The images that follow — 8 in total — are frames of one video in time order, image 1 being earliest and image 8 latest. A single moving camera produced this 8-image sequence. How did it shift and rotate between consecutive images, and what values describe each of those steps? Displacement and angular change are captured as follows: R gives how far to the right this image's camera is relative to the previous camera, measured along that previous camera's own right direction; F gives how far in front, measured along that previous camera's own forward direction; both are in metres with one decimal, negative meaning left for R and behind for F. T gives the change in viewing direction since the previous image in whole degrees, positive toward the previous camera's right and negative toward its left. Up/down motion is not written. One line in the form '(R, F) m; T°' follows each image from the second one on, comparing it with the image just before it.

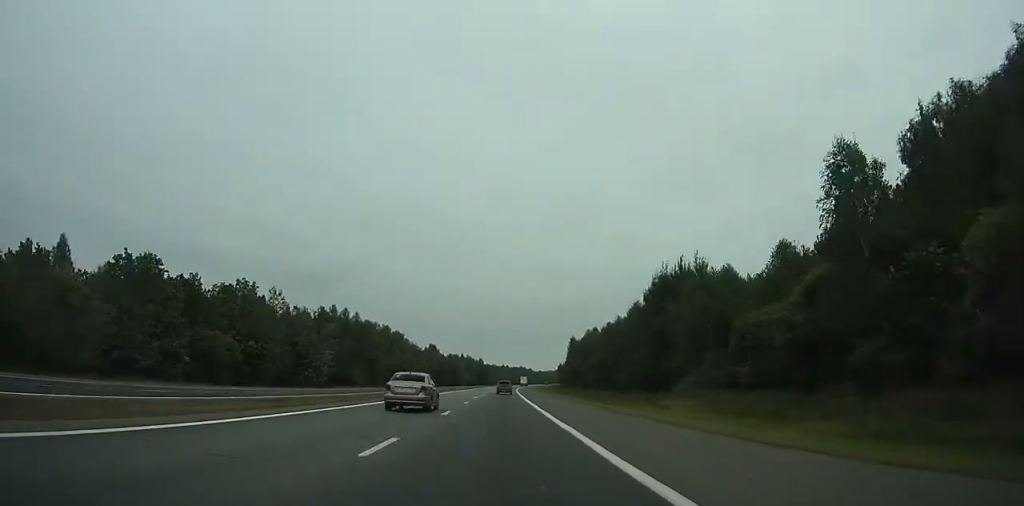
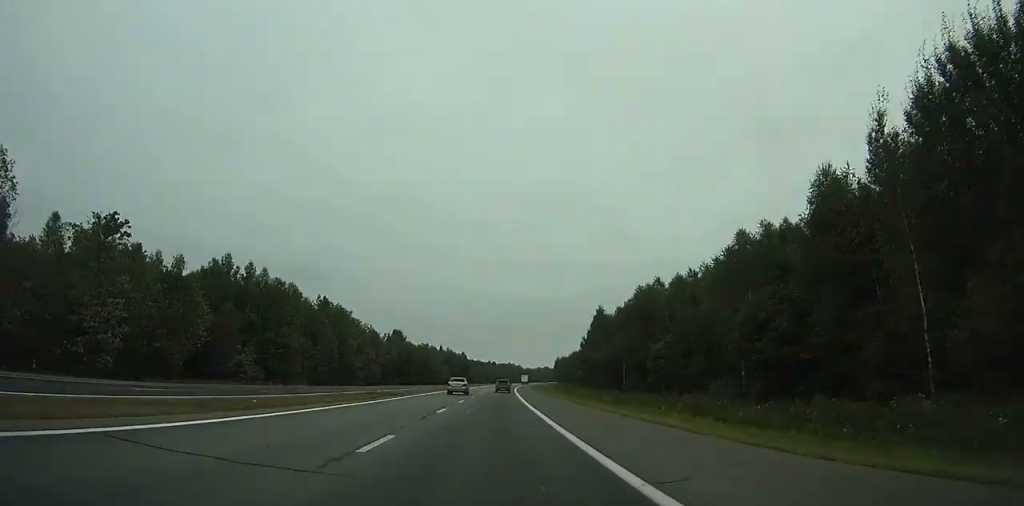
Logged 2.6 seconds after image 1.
(+0.6, +59.1) m; +1°
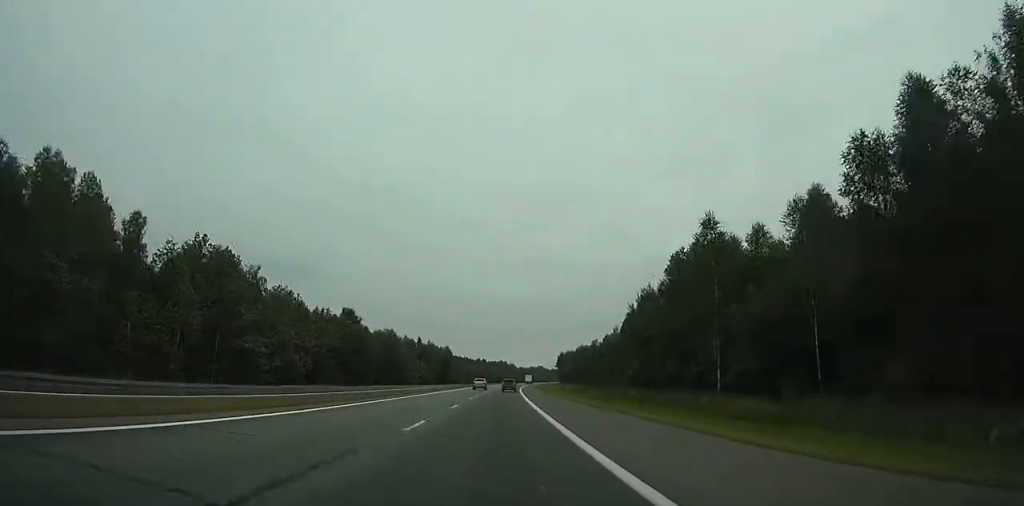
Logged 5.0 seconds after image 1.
(+0.3, +55.0) m; +1°
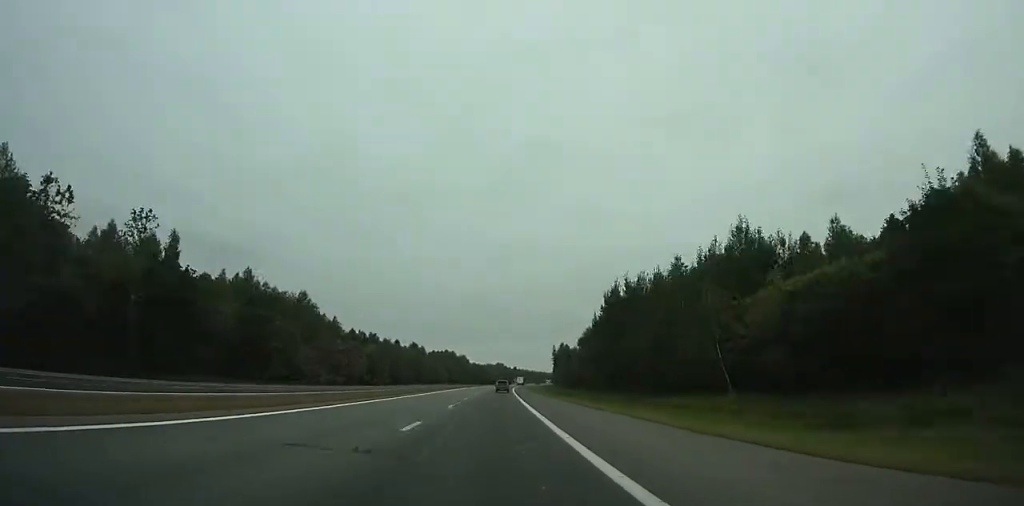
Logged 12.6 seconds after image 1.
(+6.7, +178.6) m; +4°
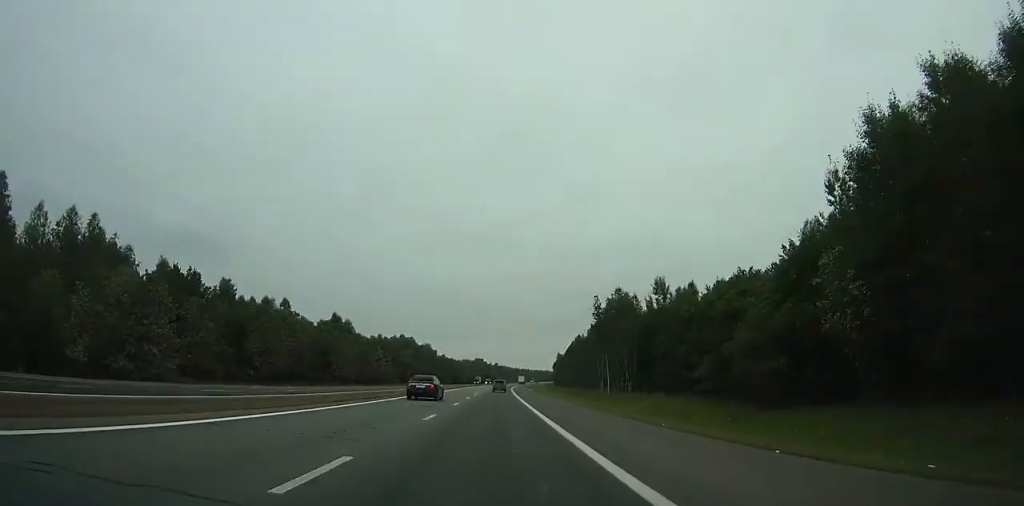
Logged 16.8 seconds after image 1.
(+1.4, +101.8) m; +1°
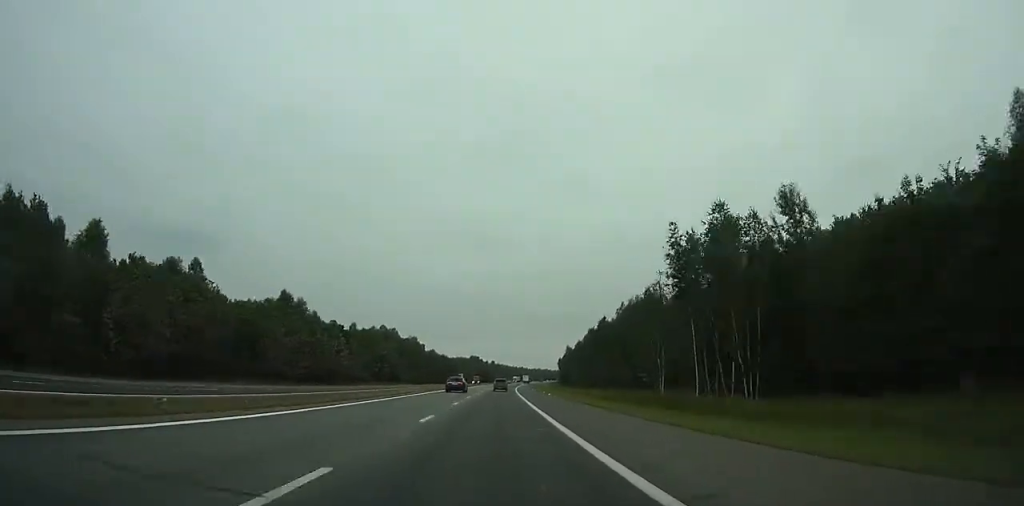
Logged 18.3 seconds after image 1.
(+0.1, +36.9) m; +1°
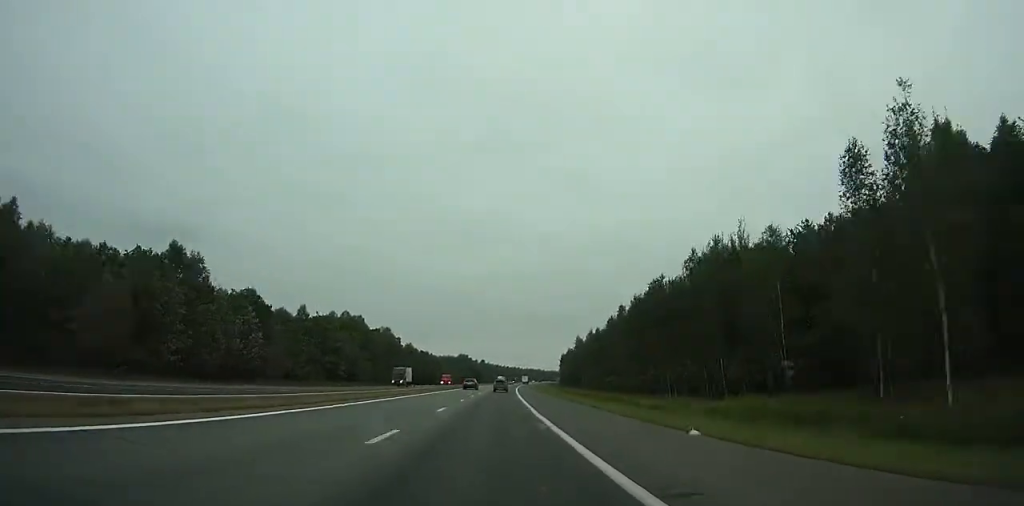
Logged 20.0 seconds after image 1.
(+0.1, +41.7) m; +1°
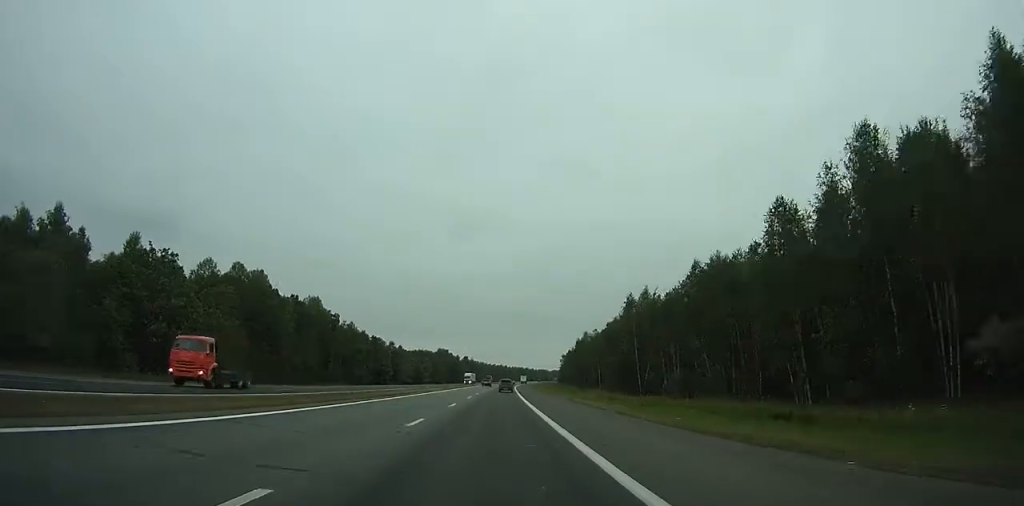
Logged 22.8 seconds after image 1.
(+1.1, +68.6) m; +2°
